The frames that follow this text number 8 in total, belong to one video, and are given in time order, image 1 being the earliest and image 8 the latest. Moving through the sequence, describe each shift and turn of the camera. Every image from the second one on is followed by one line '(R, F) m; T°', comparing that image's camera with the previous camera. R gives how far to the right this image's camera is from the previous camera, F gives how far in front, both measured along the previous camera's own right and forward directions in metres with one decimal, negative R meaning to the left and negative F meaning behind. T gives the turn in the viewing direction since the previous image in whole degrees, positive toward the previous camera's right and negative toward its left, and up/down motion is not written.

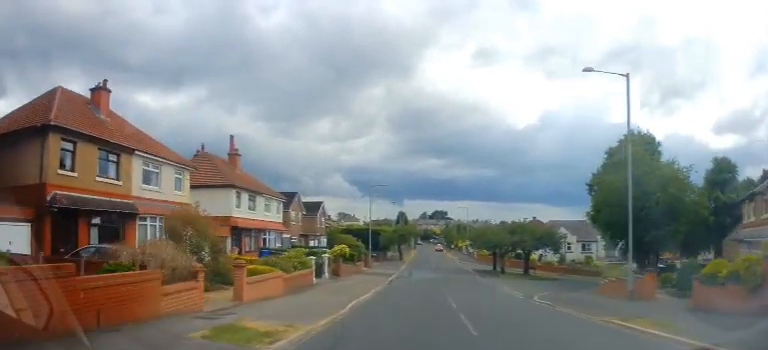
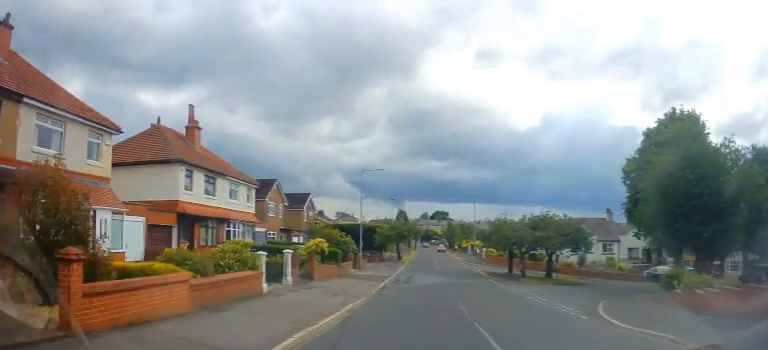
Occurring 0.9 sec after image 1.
(-0.1, +7.9) m; 0°
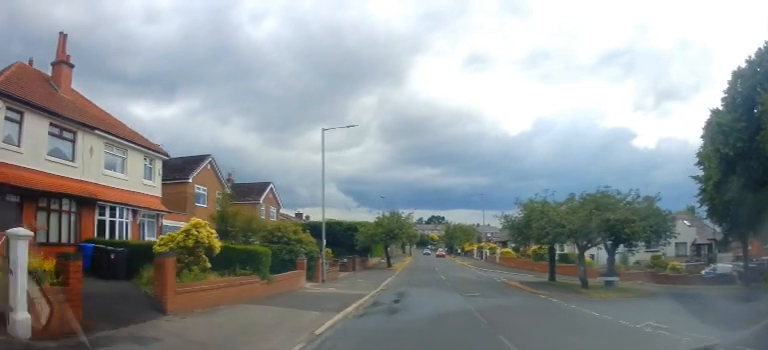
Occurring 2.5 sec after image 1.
(0.0, +14.2) m; +1°
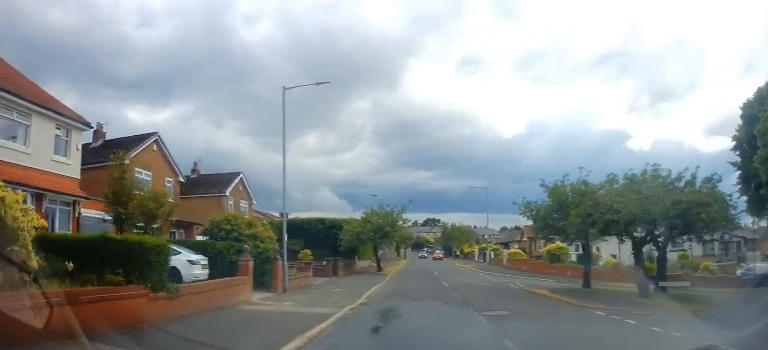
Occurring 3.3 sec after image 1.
(-0.1, +6.5) m; +1°
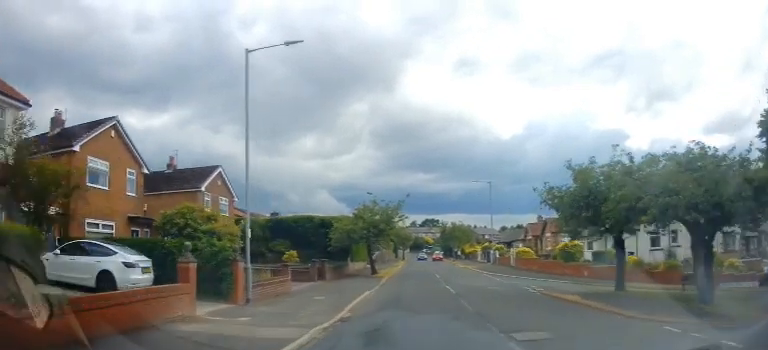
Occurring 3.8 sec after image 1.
(+0.1, +3.8) m; 0°
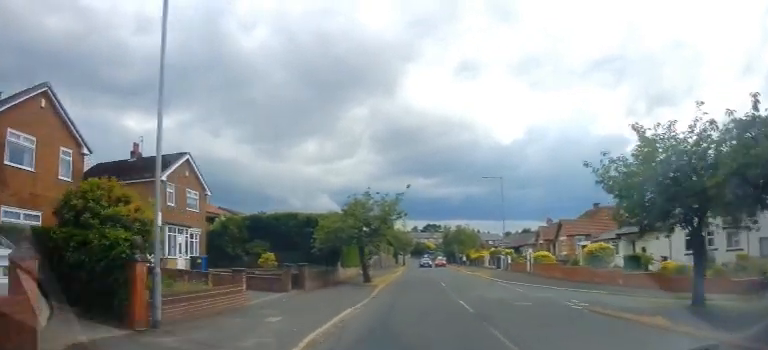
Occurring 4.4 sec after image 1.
(+0.1, +5.5) m; 0°
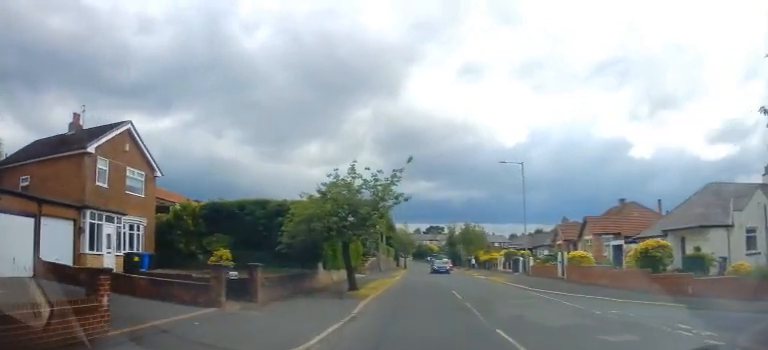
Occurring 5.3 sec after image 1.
(-0.3, +7.2) m; 0°
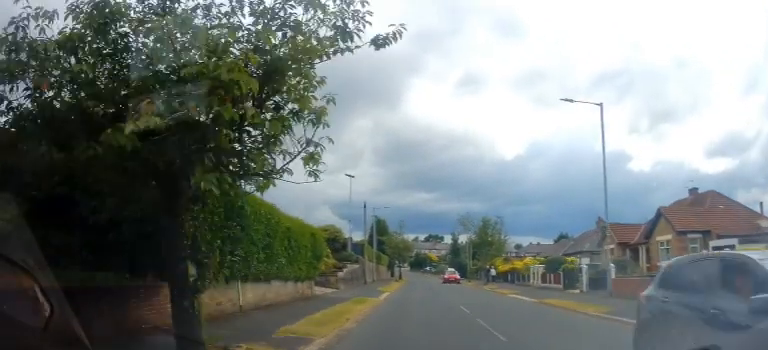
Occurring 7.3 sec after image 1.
(0.0, +14.7) m; 0°
